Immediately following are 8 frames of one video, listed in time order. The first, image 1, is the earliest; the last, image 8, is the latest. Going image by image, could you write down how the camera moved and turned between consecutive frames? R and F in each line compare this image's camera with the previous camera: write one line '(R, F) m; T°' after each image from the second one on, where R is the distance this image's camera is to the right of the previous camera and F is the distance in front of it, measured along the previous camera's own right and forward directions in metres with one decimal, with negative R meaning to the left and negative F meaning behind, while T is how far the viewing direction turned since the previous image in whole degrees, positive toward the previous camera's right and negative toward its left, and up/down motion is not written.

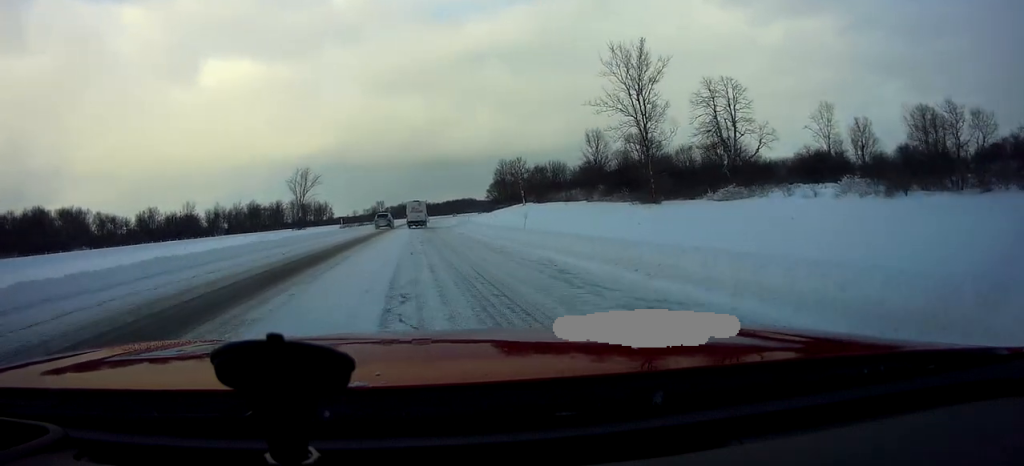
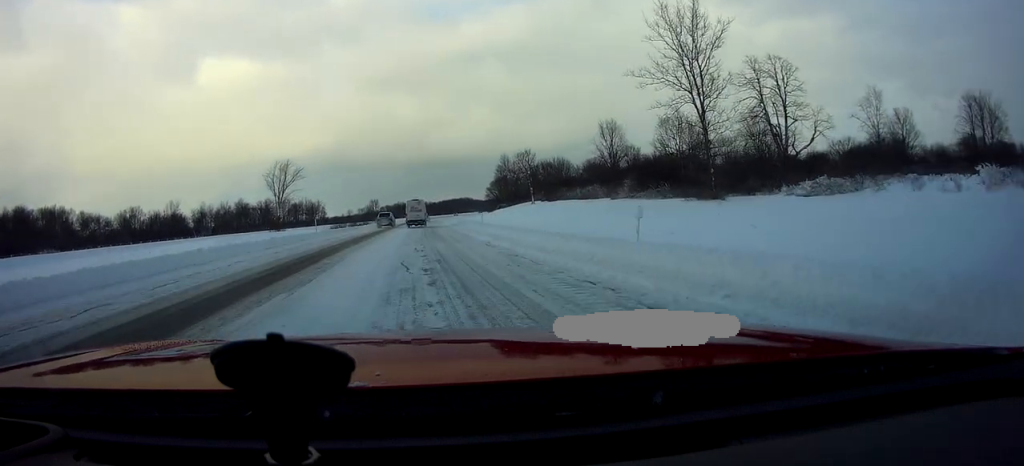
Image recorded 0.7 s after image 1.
(-0.1, +13.8) m; +2°
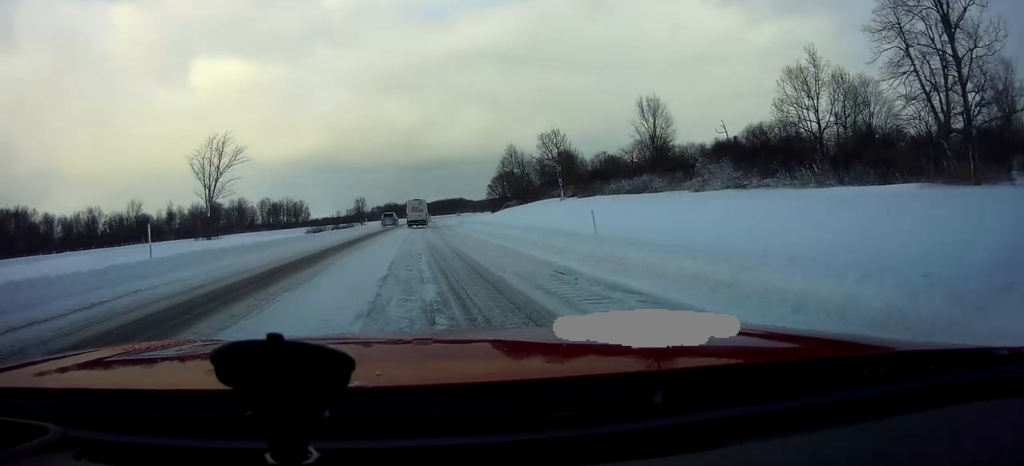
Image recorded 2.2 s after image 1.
(+0.4, +28.4) m; 0°
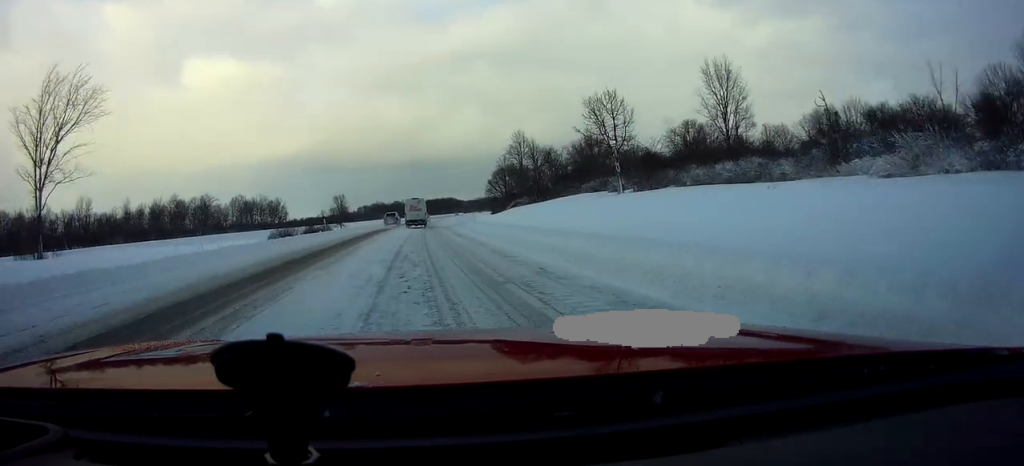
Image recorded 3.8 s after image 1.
(+0.6, +29.7) m; +1°
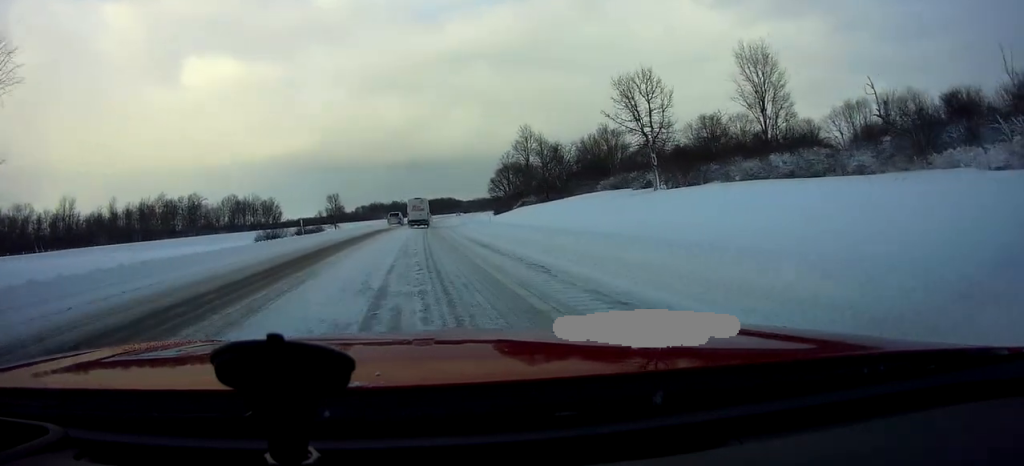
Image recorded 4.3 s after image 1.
(-0.2, +10.0) m; -1°
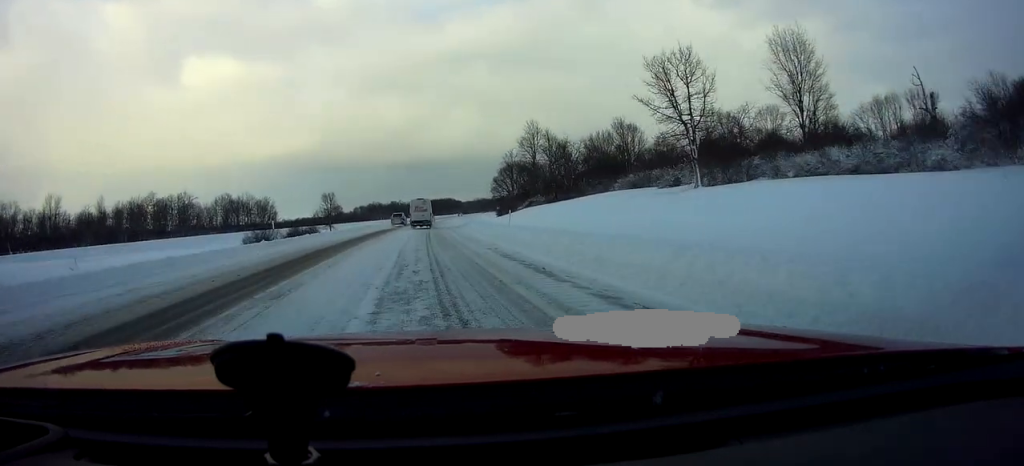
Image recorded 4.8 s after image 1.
(-0.1, +8.0) m; 0°
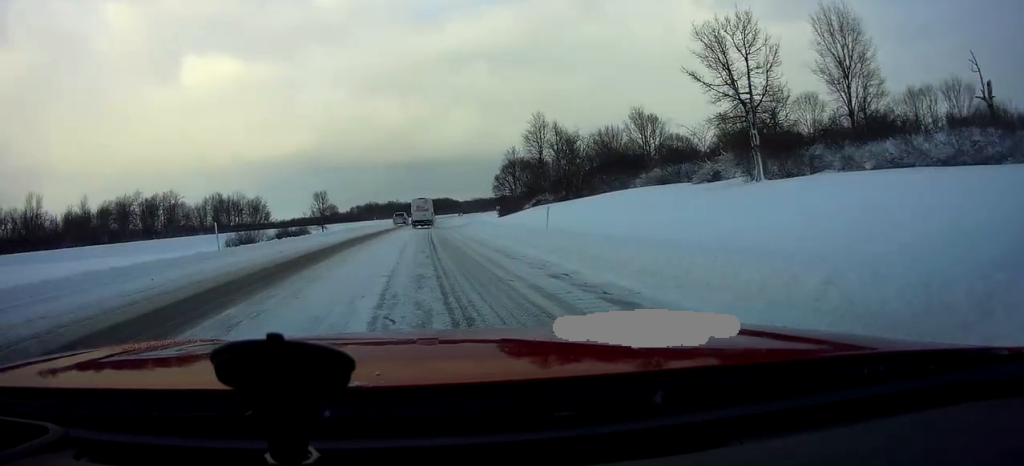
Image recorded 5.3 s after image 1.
(-0.1, +9.1) m; +1°
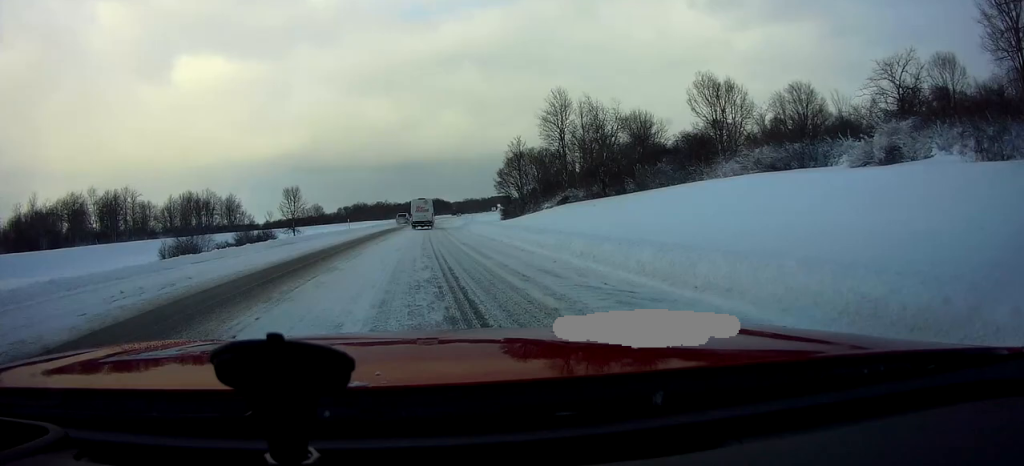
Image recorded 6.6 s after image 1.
(+0.6, +24.1) m; +2°
